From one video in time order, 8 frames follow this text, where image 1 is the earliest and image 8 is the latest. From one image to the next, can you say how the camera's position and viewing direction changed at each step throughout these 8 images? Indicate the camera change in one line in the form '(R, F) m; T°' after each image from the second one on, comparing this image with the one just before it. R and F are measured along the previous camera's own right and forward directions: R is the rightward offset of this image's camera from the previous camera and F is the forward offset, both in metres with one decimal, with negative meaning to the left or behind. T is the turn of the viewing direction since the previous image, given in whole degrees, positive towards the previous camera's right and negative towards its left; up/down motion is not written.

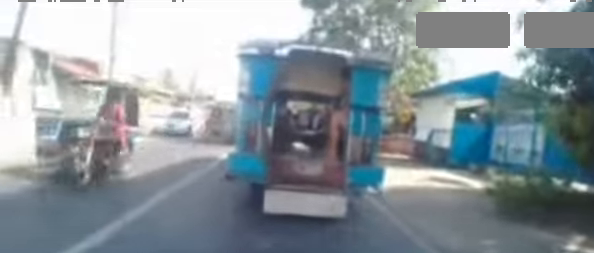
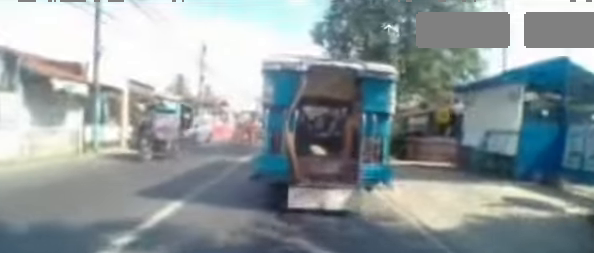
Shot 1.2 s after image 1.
(0.0, +2.1) m; 0°
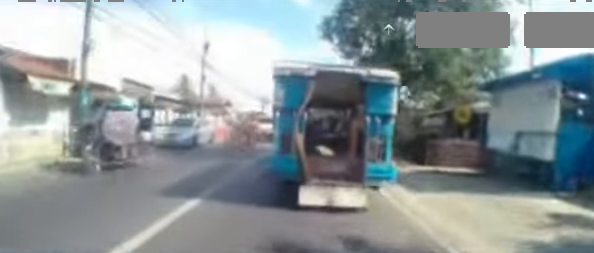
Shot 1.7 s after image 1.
(0.0, +0.9) m; 0°
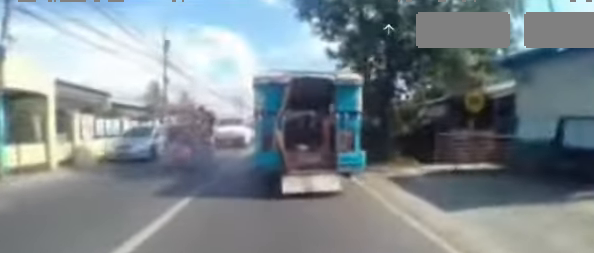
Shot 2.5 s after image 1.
(0.0, +2.1) m; 0°
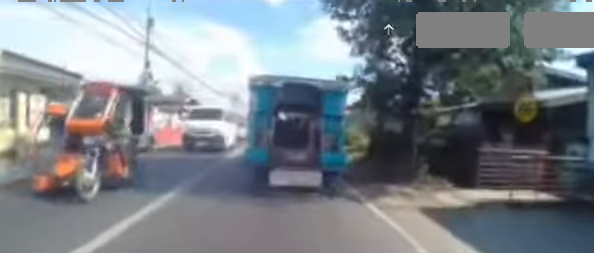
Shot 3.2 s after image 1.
(0.0, +2.2) m; 0°
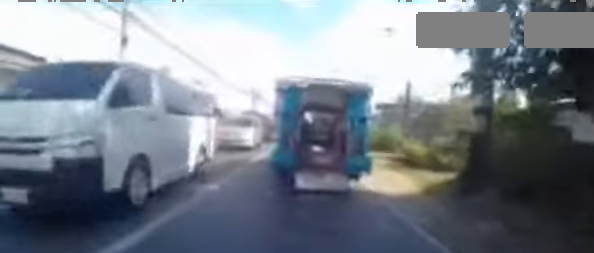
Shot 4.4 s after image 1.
(0.0, +5.0) m; 0°
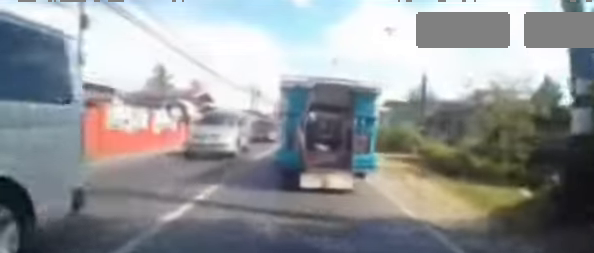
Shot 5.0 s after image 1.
(0.0, +2.8) m; 0°
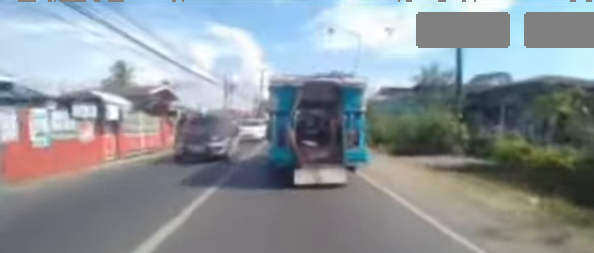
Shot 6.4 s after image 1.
(0.0, +6.5) m; +3°
